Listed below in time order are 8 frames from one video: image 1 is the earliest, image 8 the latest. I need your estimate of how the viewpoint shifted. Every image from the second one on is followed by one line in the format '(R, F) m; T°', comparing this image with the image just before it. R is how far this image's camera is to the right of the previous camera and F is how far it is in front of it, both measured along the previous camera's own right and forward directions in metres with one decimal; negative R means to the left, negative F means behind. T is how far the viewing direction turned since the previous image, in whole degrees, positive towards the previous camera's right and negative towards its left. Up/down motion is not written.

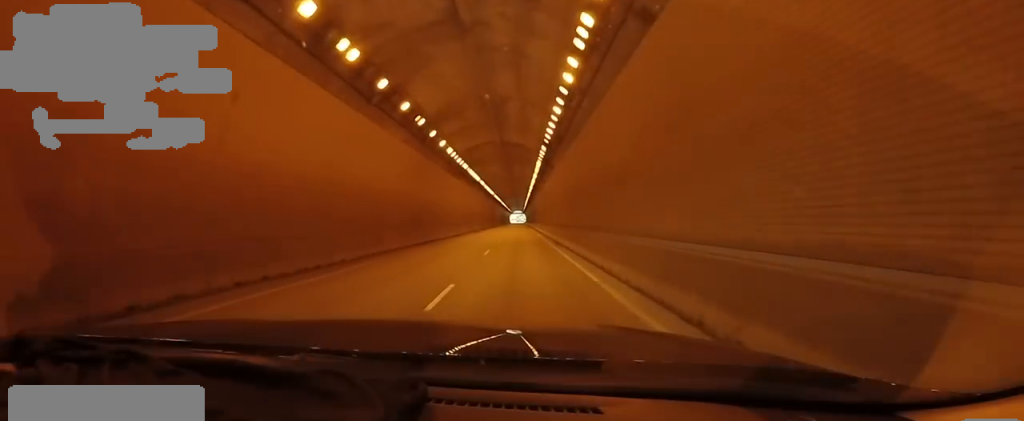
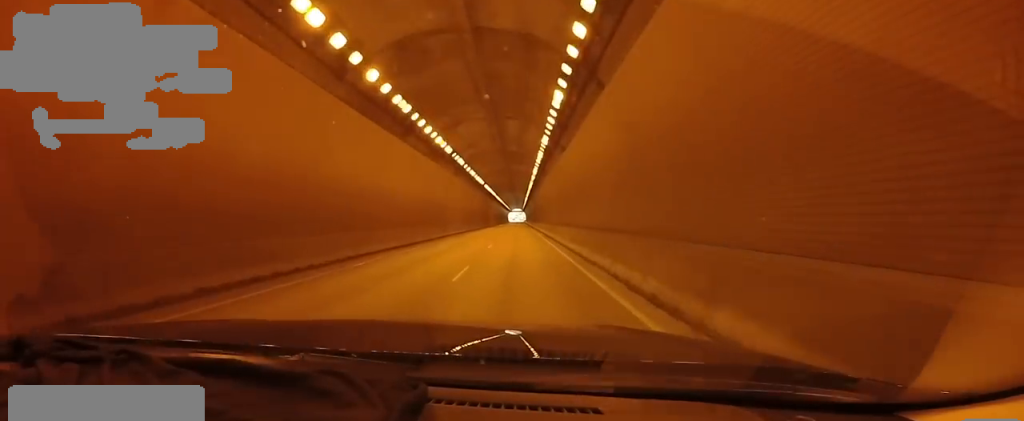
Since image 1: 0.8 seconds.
(+0.3, +20.3) m; +2°
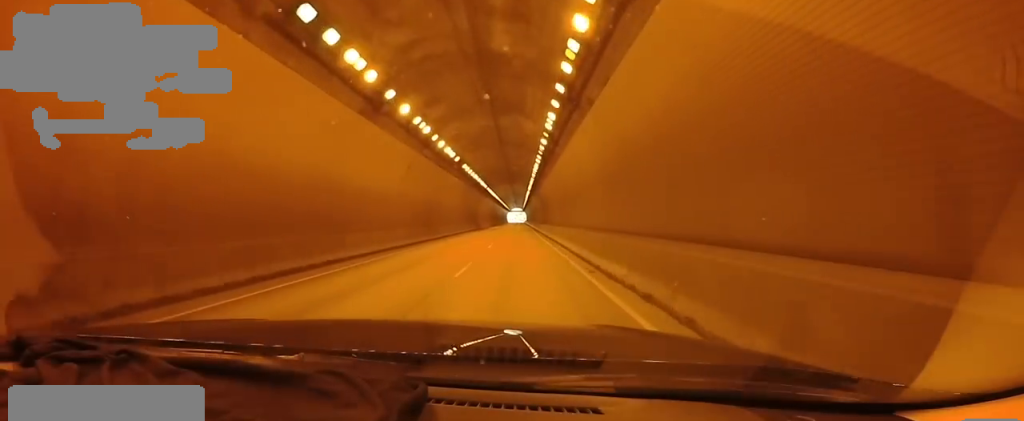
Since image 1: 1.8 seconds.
(+0.7, +22.7) m; -1°
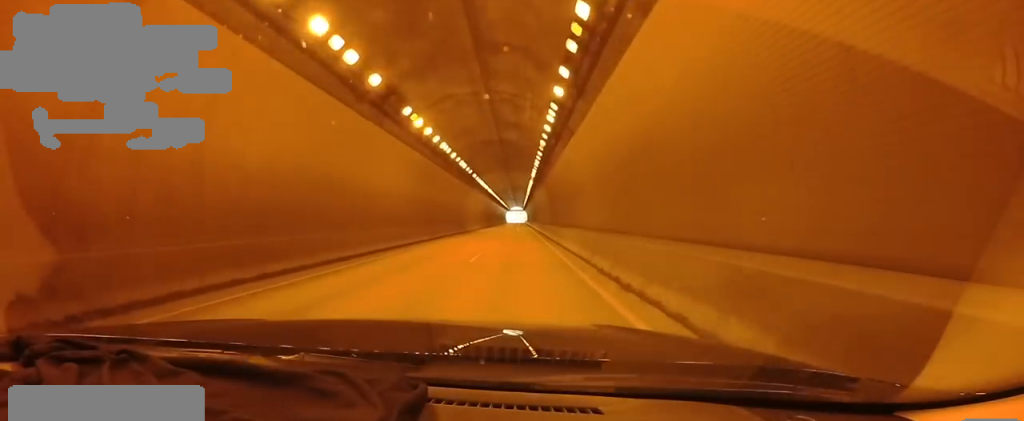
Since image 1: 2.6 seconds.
(-0.9, +19.5) m; -3°
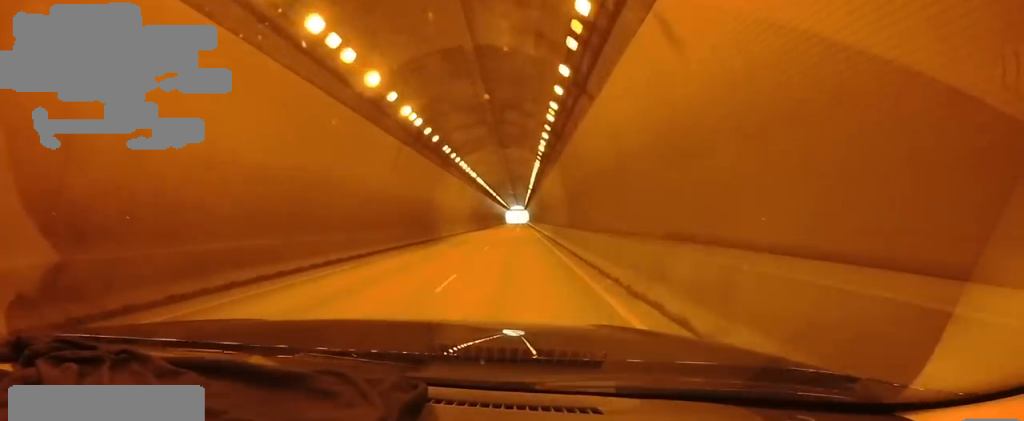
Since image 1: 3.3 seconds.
(0.0, +18.0) m; 0°
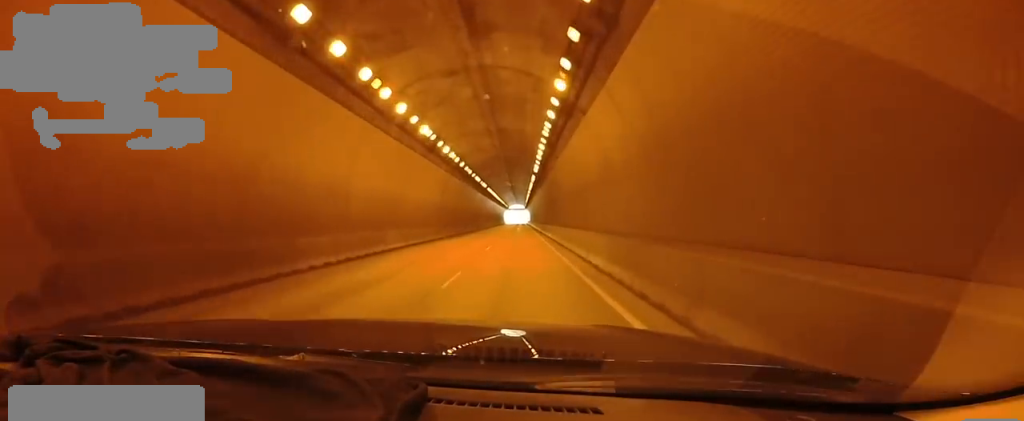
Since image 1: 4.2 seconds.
(0.0, +23.0) m; +2°
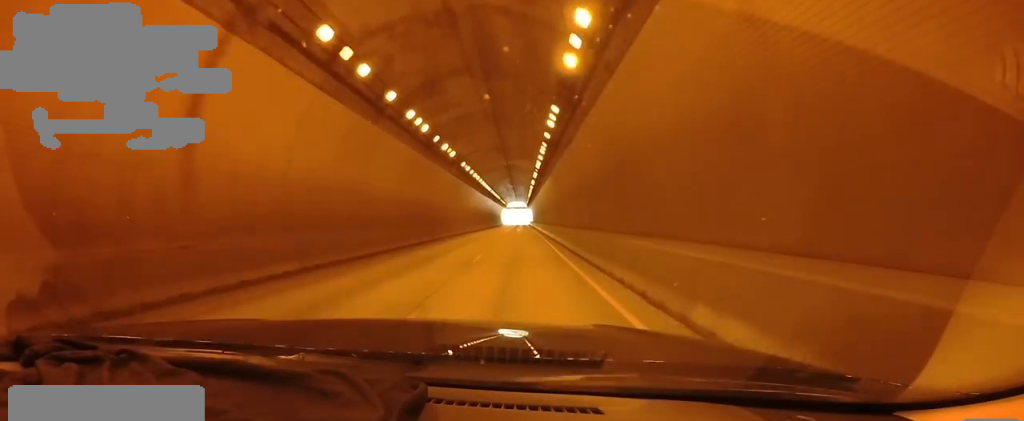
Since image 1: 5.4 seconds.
(+1.4, +29.7) m; +2°
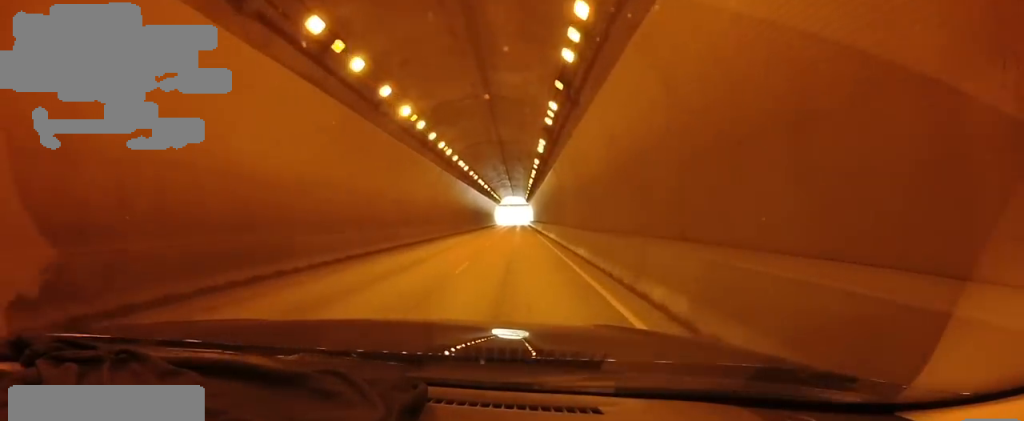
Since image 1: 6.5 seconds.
(-1.0, +27.6) m; -3°
